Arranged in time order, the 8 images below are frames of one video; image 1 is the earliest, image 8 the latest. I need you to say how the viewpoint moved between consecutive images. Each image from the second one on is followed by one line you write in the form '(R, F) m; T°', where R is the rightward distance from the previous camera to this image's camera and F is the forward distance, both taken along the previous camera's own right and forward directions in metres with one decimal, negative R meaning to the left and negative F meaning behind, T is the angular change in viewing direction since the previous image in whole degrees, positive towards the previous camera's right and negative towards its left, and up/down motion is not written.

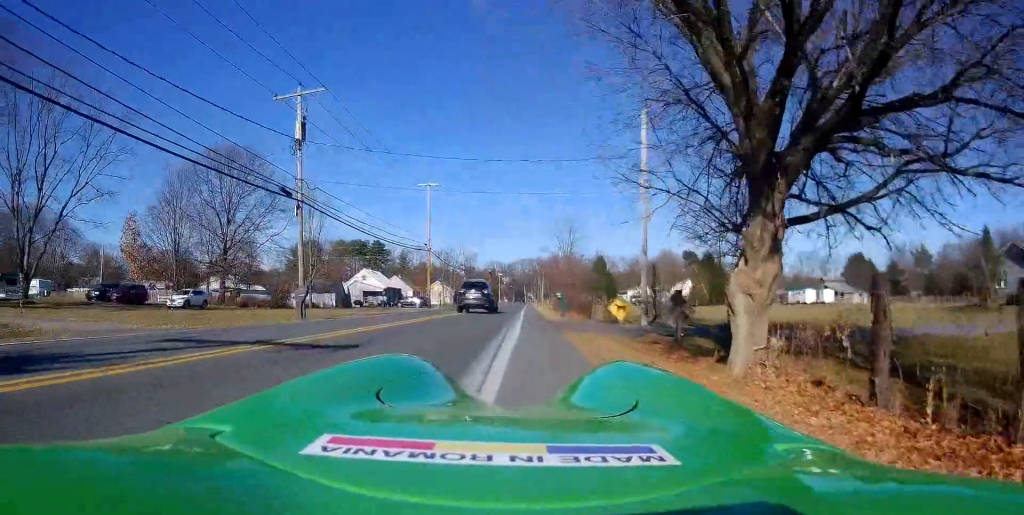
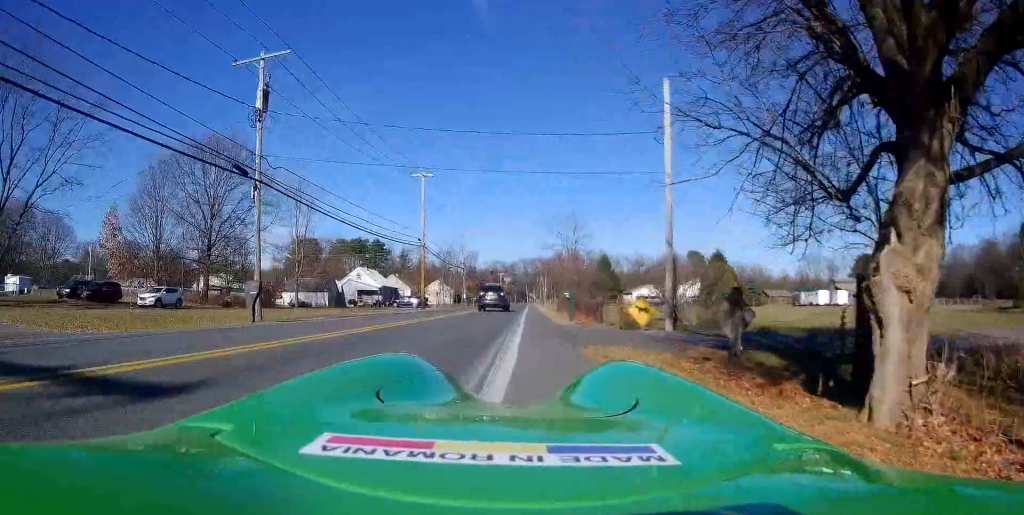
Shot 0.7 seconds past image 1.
(+0.2, +4.5) m; 0°
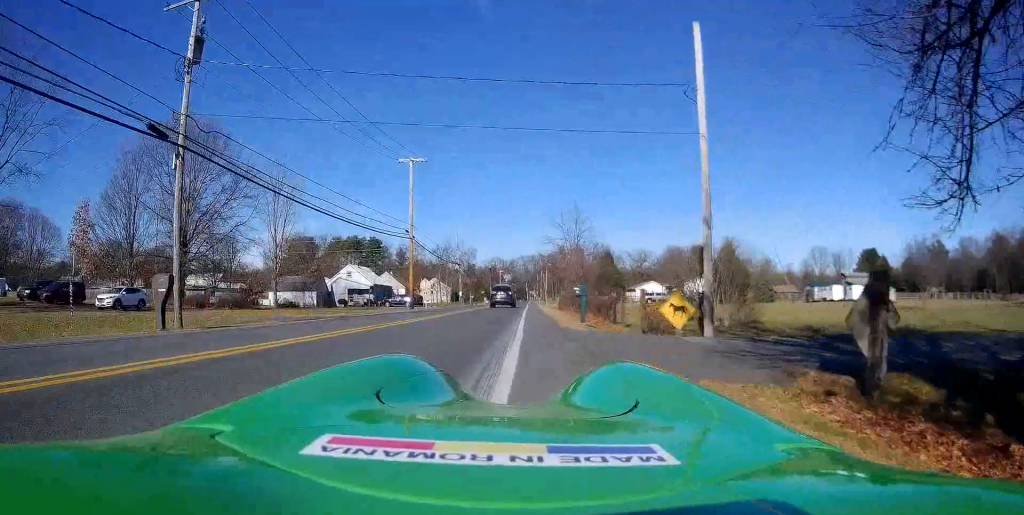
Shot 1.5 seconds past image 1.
(0.0, +5.2) m; -1°
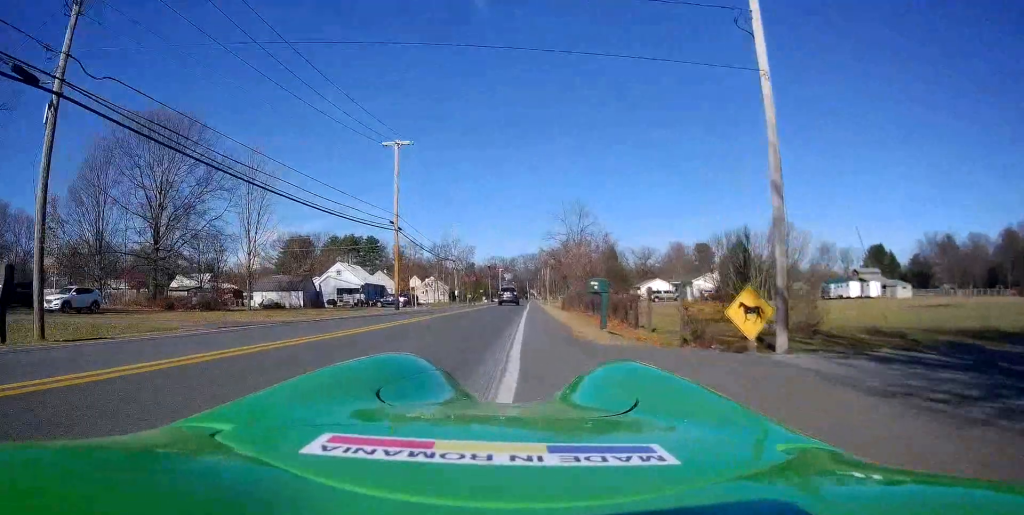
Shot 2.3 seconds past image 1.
(-0.2, +5.6) m; -1°
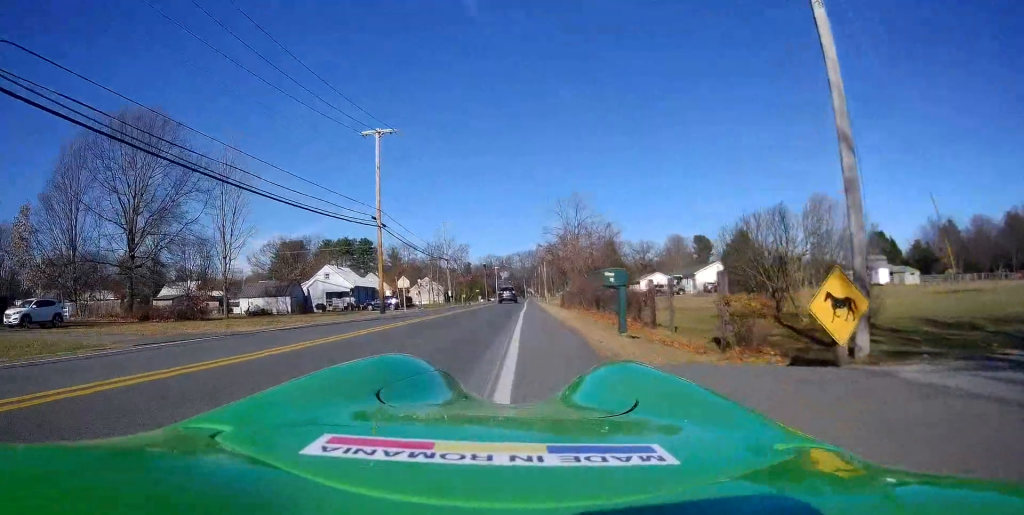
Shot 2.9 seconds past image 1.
(-0.1, +3.7) m; +1°
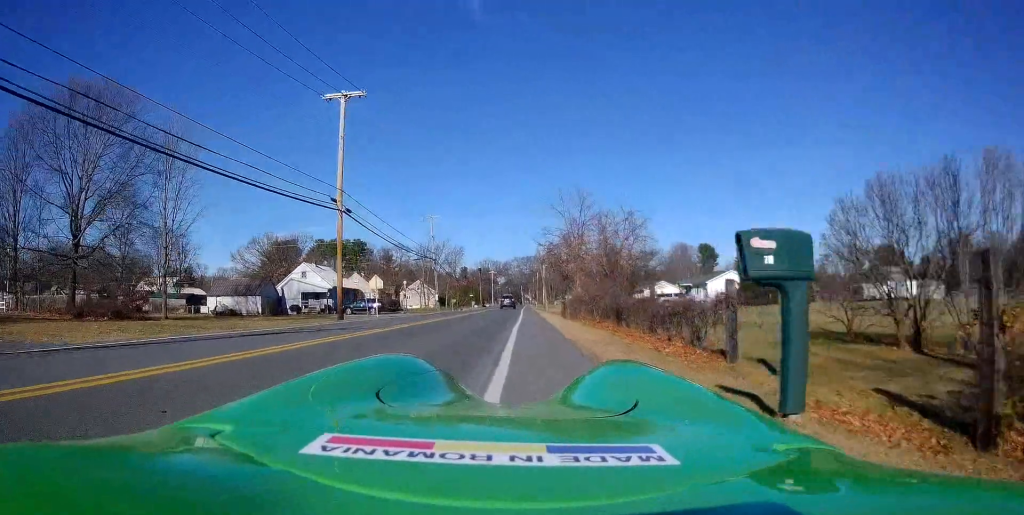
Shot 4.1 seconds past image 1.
(+0.3, +8.0) m; +1°
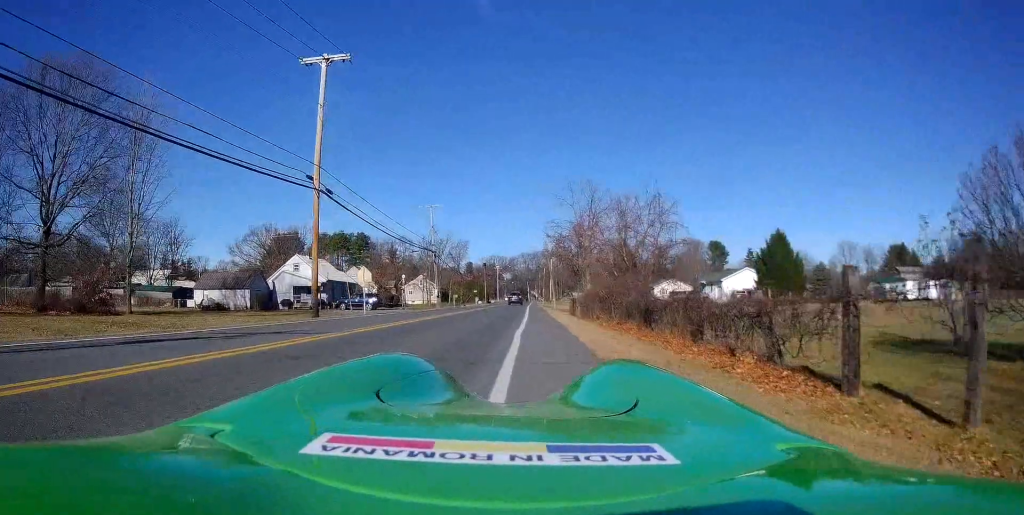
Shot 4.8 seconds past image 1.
(-0.2, +4.5) m; -2°
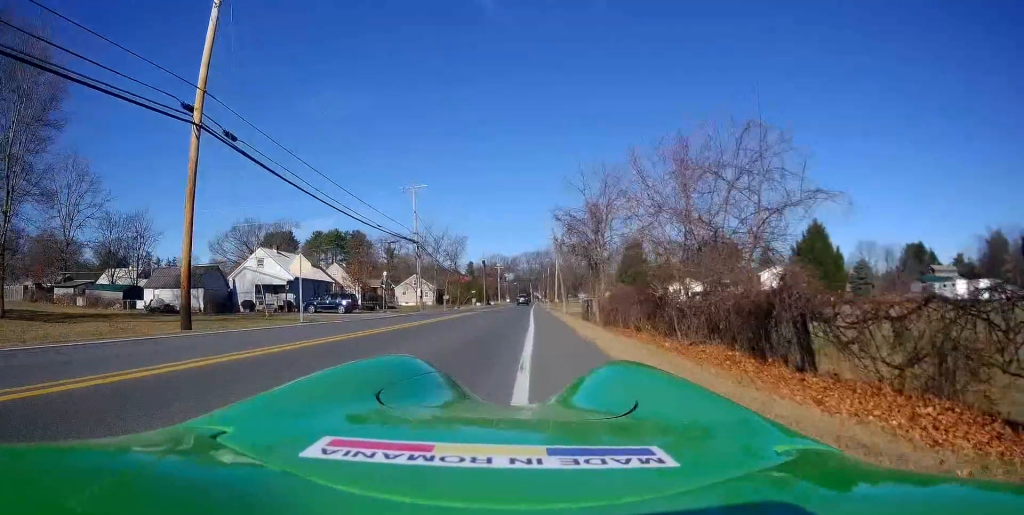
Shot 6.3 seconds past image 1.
(-0.2, +10.6) m; -1°
